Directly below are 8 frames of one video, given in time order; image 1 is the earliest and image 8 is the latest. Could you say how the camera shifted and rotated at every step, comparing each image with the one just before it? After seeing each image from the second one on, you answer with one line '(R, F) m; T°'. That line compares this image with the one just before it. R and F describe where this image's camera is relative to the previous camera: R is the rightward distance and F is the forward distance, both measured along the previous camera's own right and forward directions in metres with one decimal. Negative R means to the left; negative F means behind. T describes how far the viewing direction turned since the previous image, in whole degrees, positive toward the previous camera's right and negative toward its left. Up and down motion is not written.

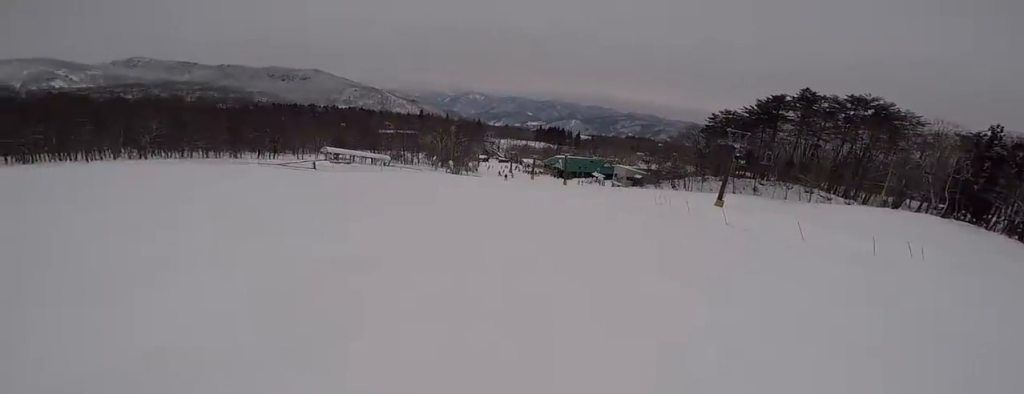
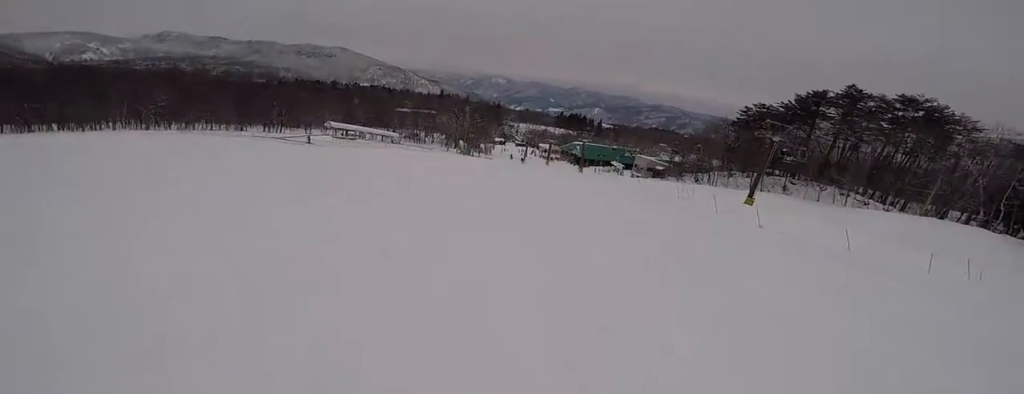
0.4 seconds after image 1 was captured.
(-0.1, +3.8) m; -5°
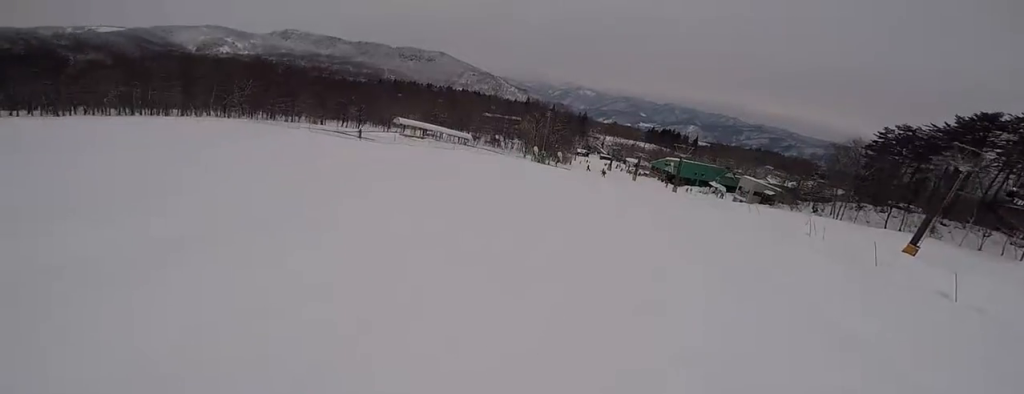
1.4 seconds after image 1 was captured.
(-0.4, +8.0) m; -10°
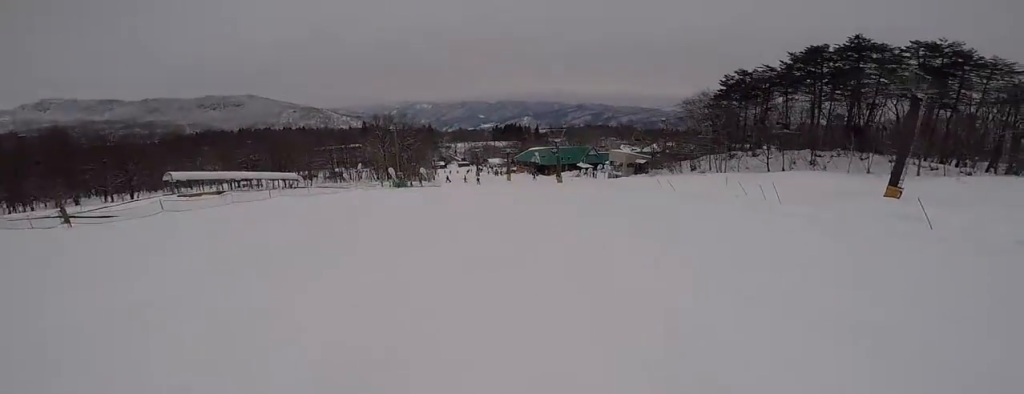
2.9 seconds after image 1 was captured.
(-1.6, +13.3) m; +2°
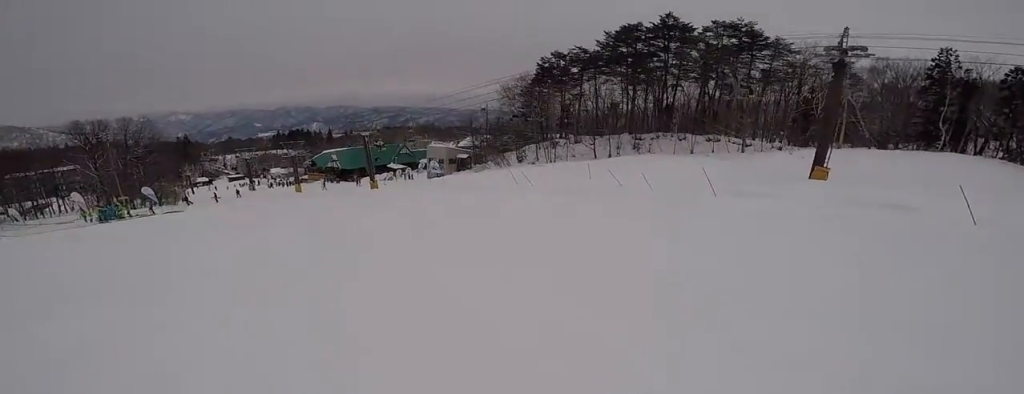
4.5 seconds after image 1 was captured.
(+3.6, +12.9) m; +27°
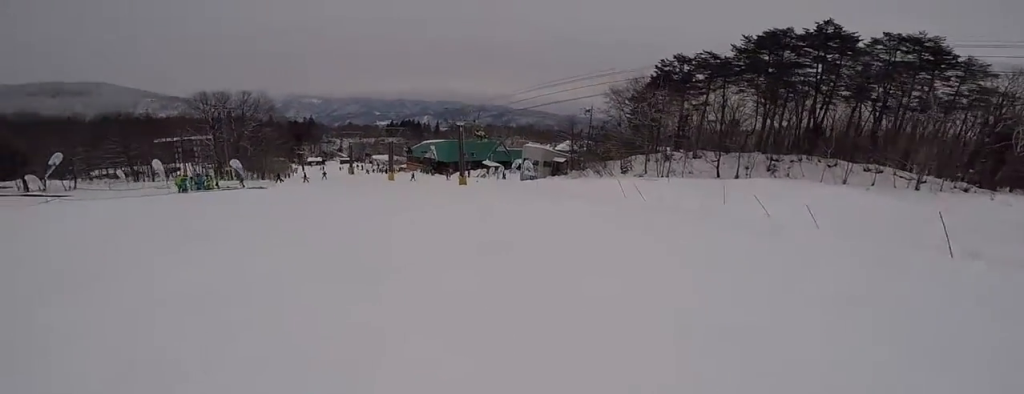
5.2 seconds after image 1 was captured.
(+0.6, +5.9) m; +2°
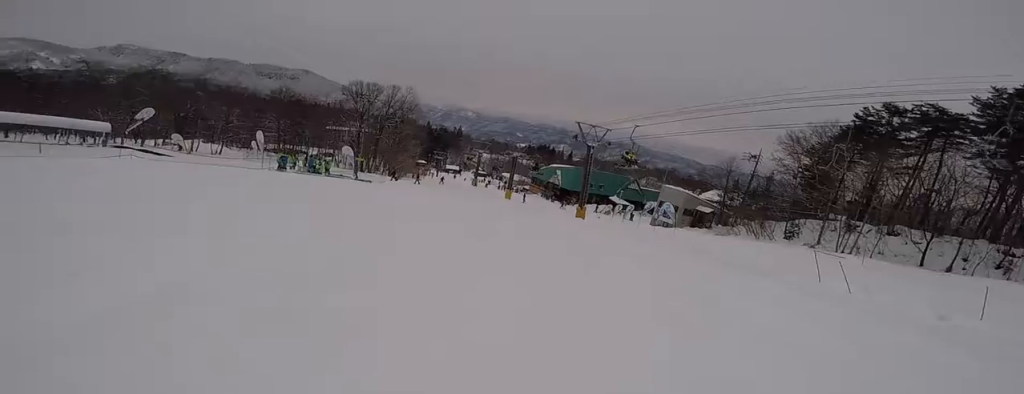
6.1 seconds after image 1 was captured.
(+0.1, +7.0) m; -19°
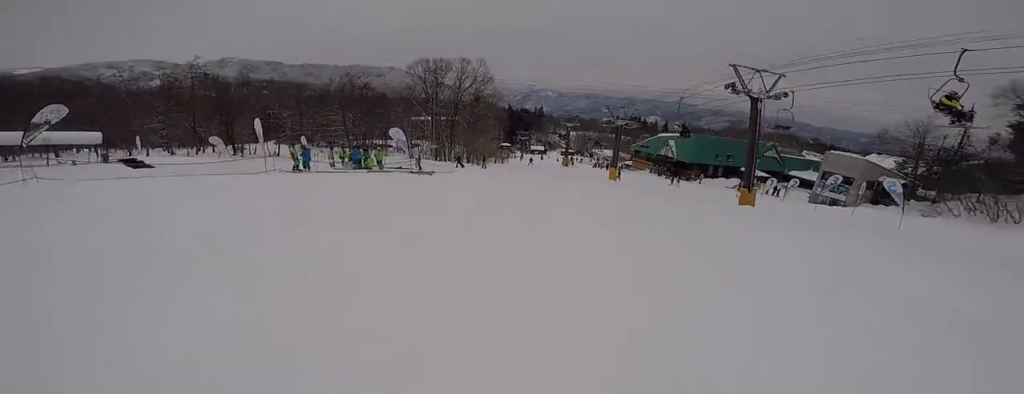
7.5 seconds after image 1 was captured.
(-3.9, +9.9) m; -17°
